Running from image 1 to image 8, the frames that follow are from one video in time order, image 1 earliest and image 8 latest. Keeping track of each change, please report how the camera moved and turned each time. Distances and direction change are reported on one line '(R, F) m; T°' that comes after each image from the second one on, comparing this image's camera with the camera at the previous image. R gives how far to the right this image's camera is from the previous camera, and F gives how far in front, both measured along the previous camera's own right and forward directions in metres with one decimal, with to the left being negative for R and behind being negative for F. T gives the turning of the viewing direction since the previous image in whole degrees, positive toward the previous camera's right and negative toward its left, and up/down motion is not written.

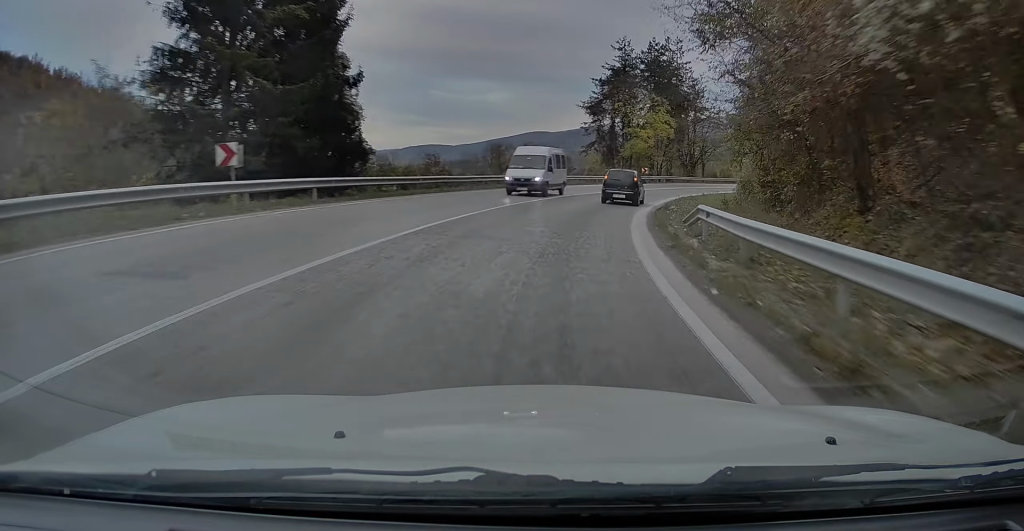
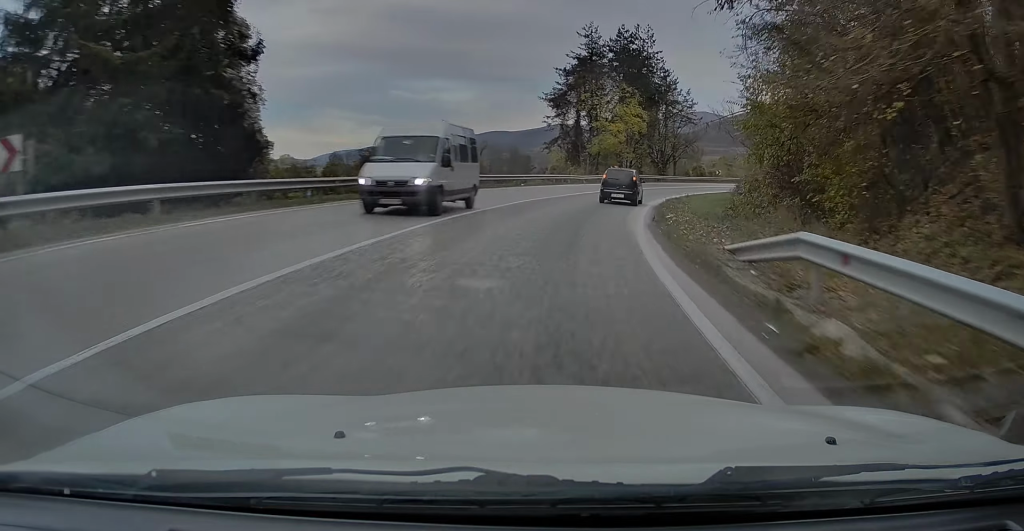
(+0.3, +7.3) m; +3°
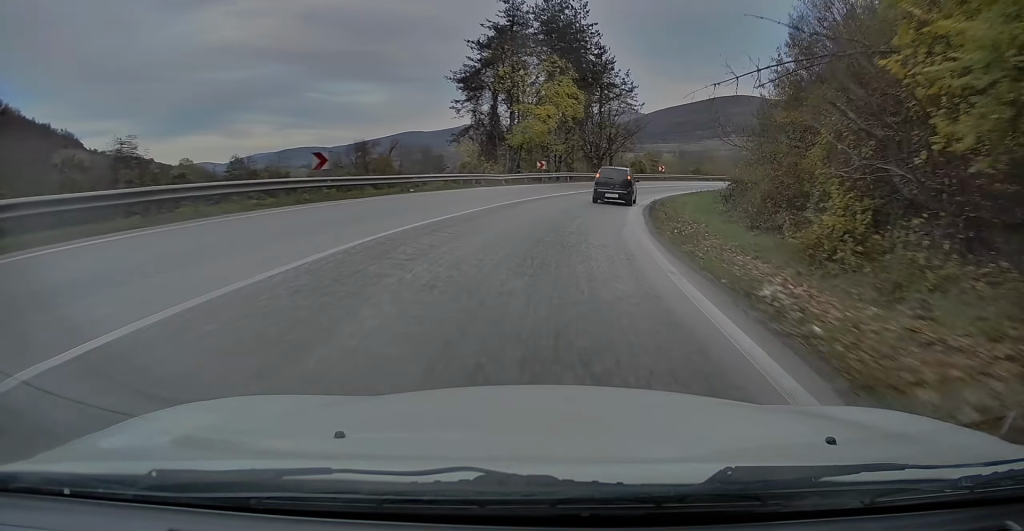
(+0.9, +15.1) m; +7°
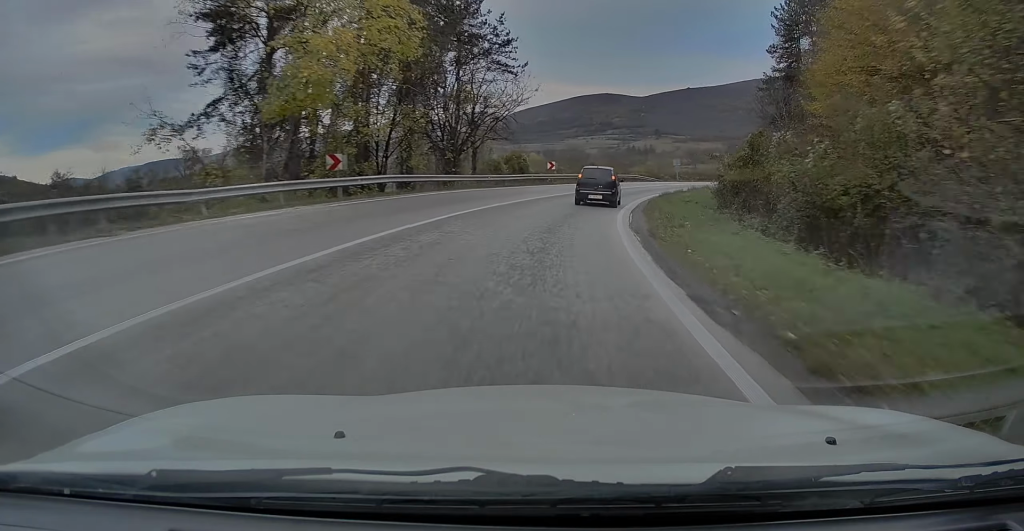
(+2.6, +26.9) m; +11°
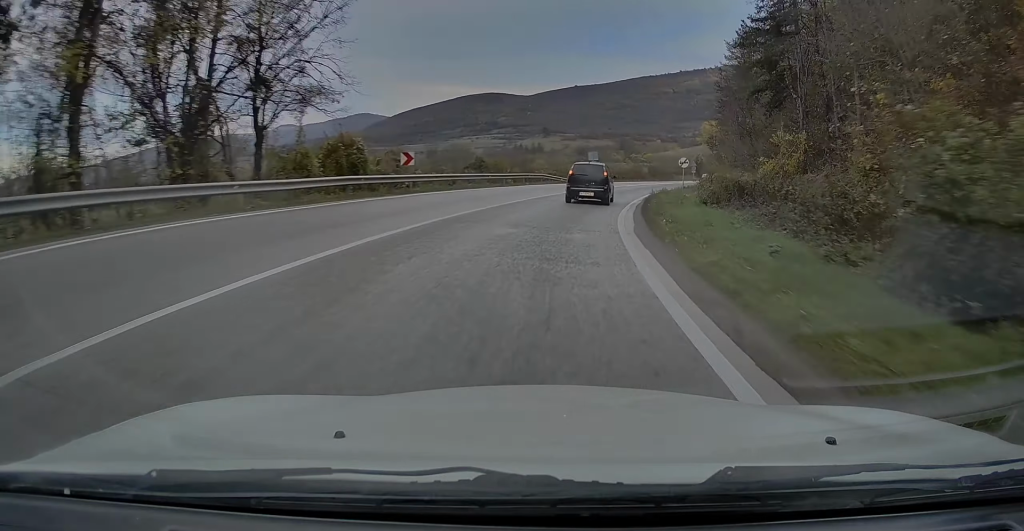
(+2.1, +23.4) m; +12°
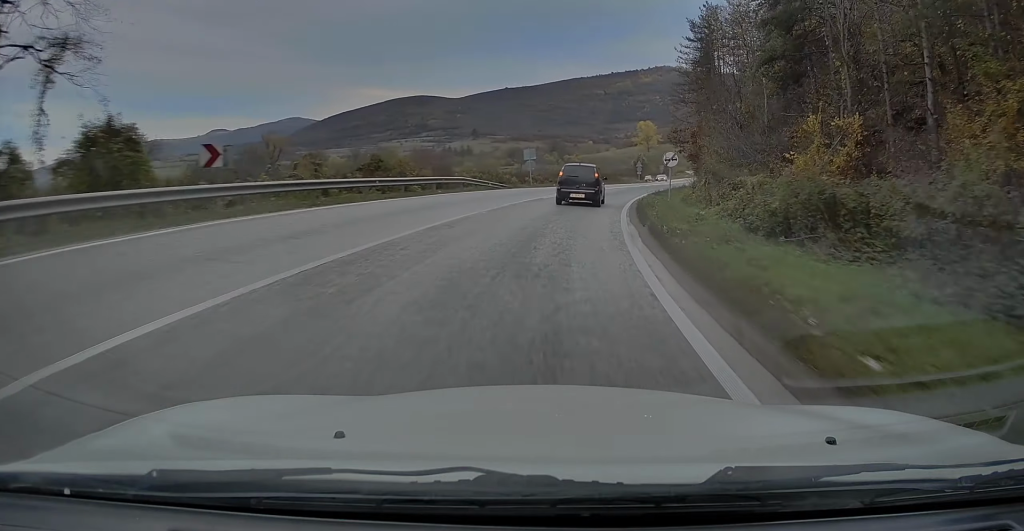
(+1.1, +14.0) m; +7°
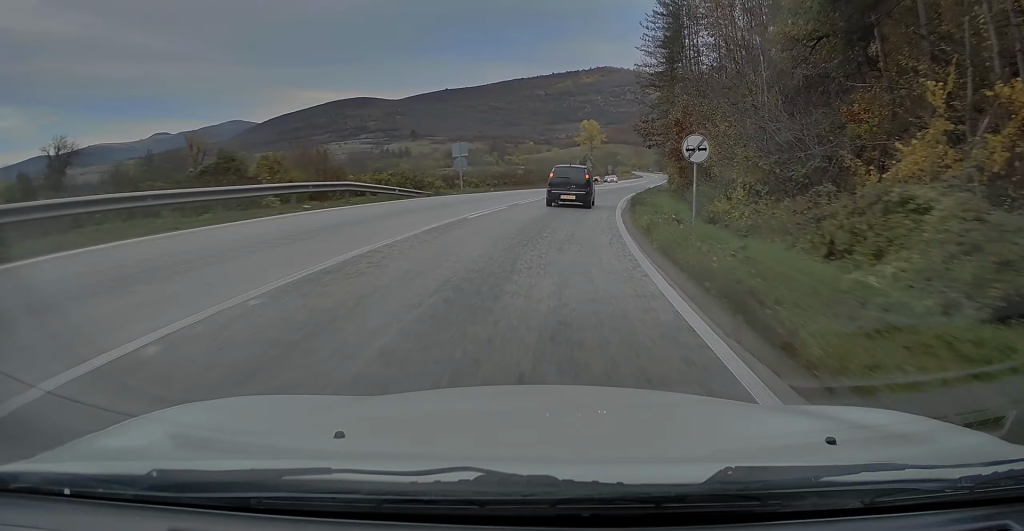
(+0.7, +12.7) m; +5°
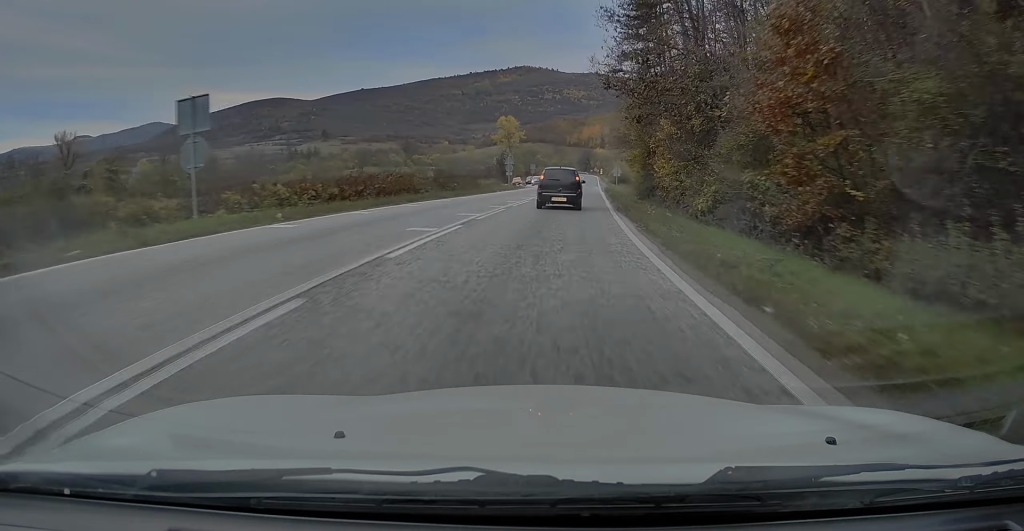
(+2.0, +25.5) m; +7°
